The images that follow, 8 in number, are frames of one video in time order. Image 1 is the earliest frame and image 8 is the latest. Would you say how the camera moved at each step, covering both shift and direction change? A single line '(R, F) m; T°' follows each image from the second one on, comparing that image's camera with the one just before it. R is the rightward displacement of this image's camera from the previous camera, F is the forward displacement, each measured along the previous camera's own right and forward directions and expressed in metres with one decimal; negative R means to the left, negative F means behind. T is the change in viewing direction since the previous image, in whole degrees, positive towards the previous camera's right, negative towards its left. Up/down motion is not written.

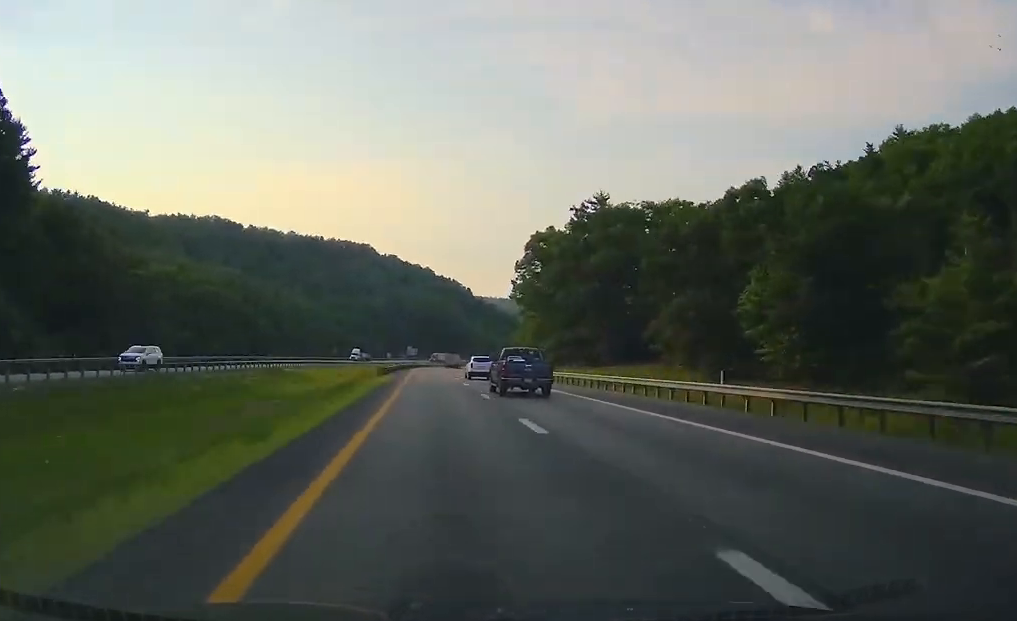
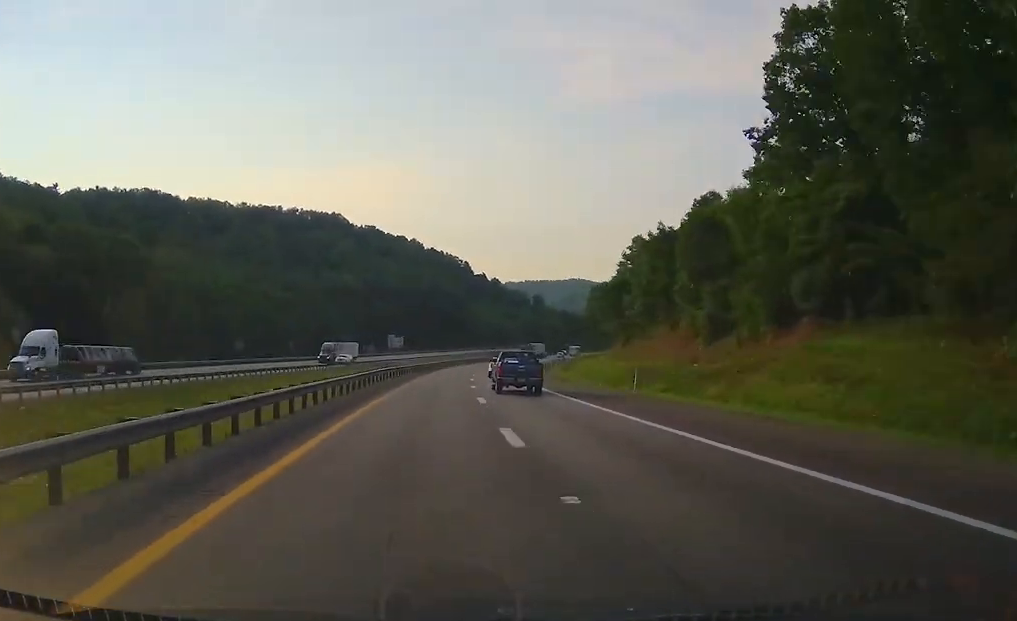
(-1.6, +111.6) m; +4°
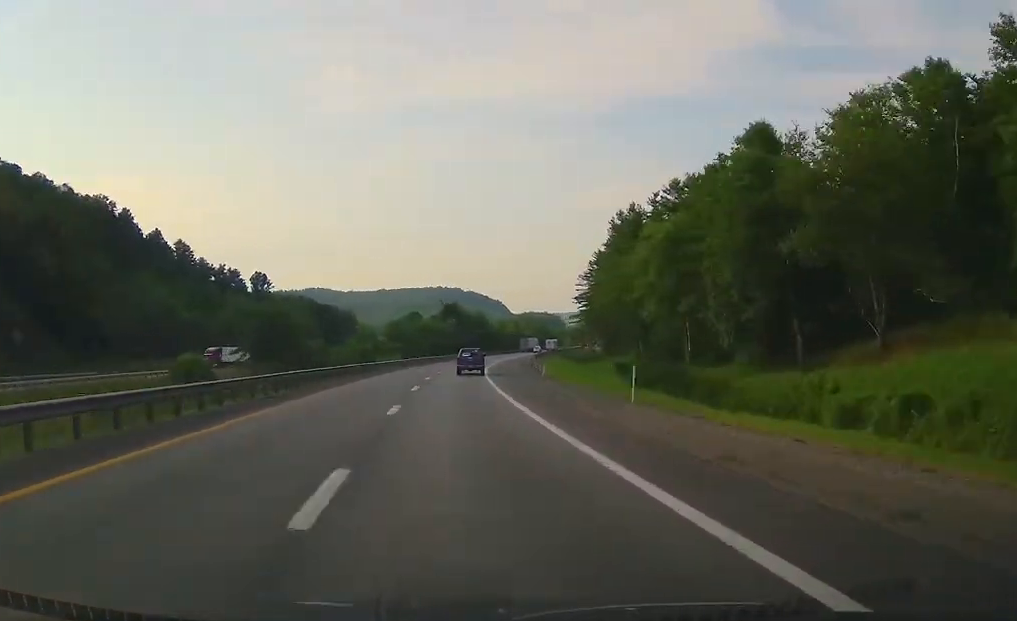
(+37.8, +223.4) m; +21°
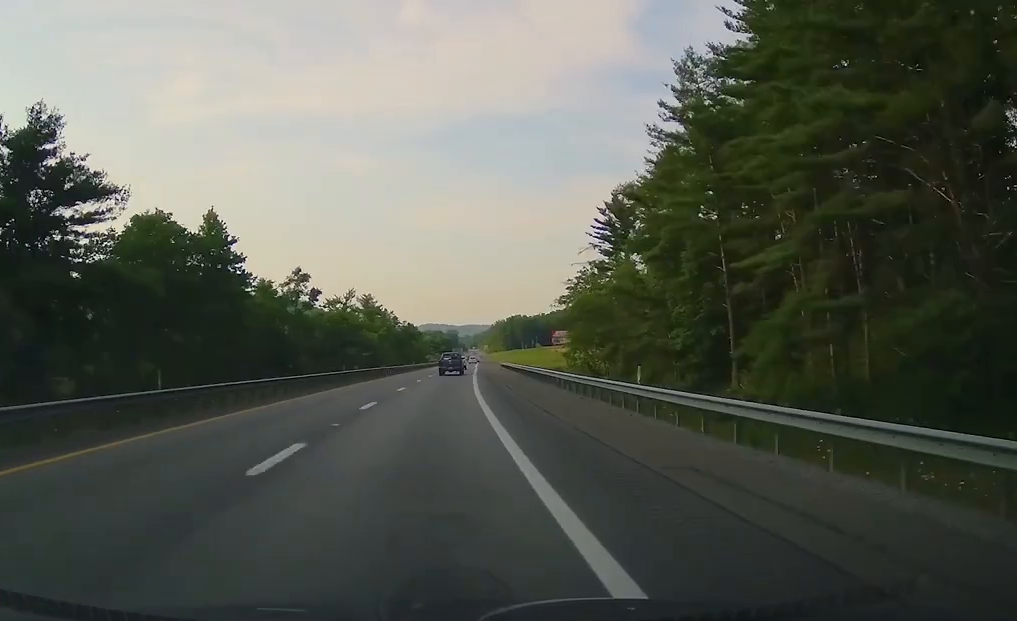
(+17.3, +154.6) m; +10°
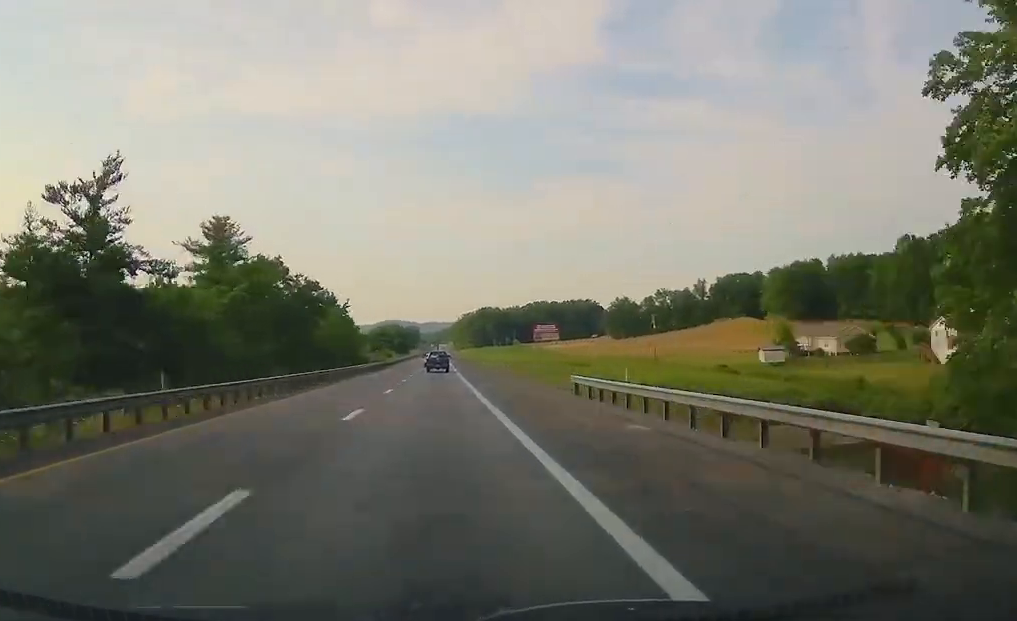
(+4.4, +88.5) m; +2°
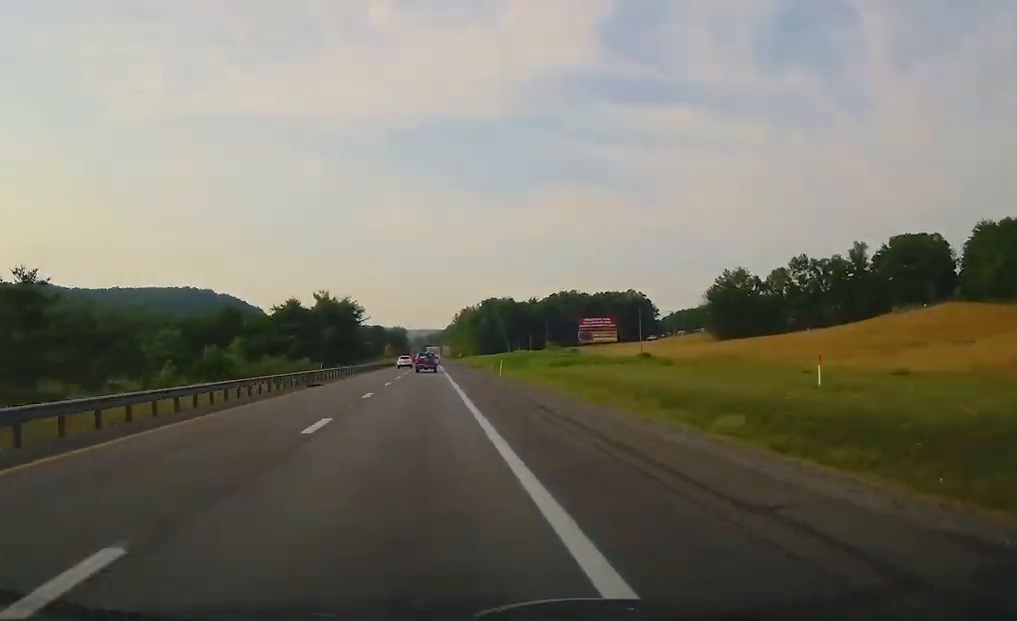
(+2.3, +145.2) m; +1°
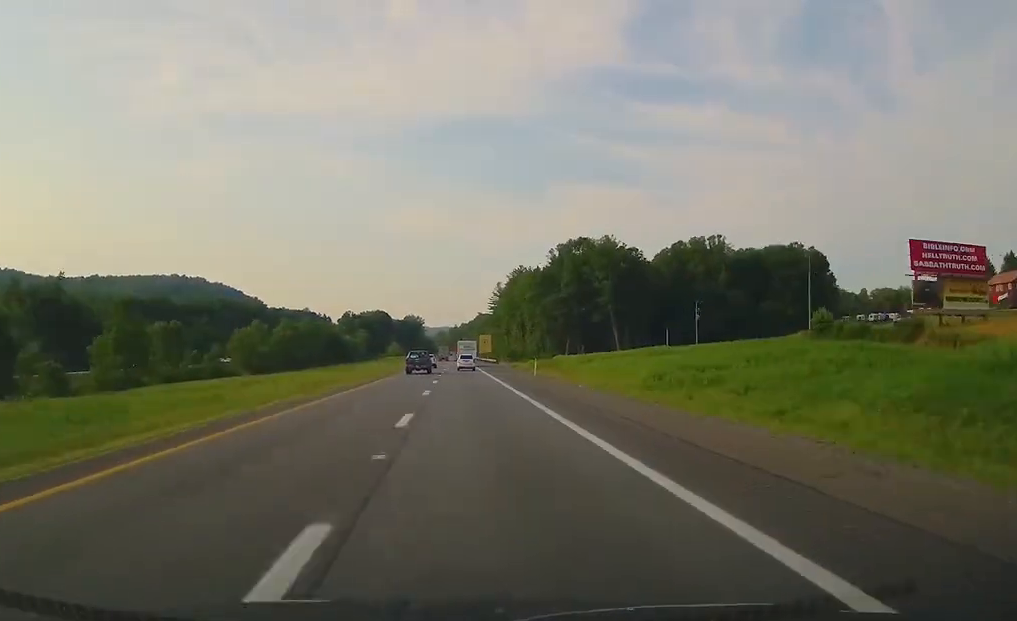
(-1.5, +176.9) m; -1°
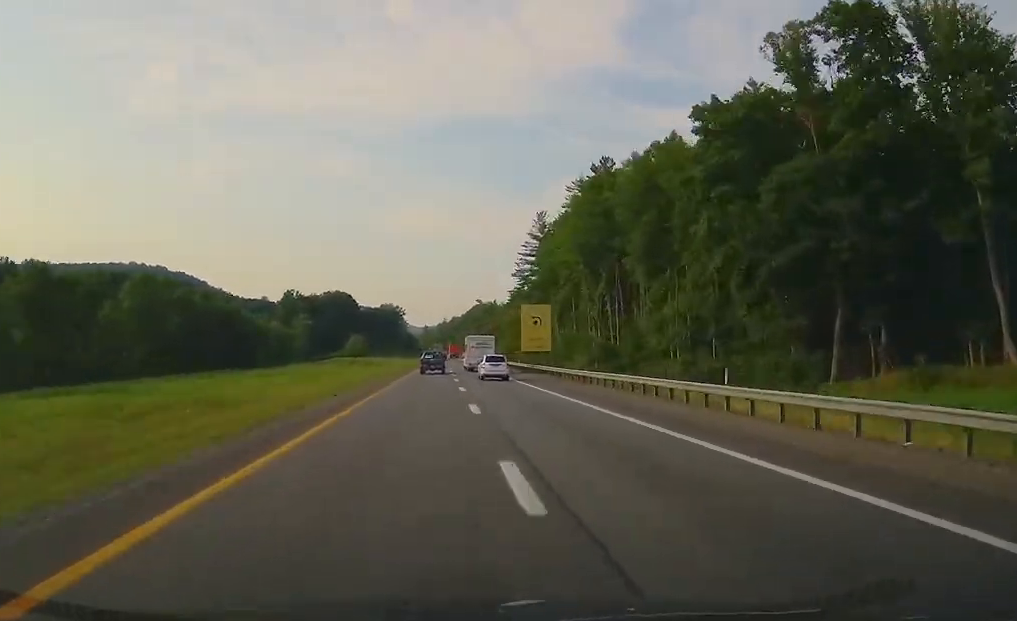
(-0.2, +128.9) m; 0°
